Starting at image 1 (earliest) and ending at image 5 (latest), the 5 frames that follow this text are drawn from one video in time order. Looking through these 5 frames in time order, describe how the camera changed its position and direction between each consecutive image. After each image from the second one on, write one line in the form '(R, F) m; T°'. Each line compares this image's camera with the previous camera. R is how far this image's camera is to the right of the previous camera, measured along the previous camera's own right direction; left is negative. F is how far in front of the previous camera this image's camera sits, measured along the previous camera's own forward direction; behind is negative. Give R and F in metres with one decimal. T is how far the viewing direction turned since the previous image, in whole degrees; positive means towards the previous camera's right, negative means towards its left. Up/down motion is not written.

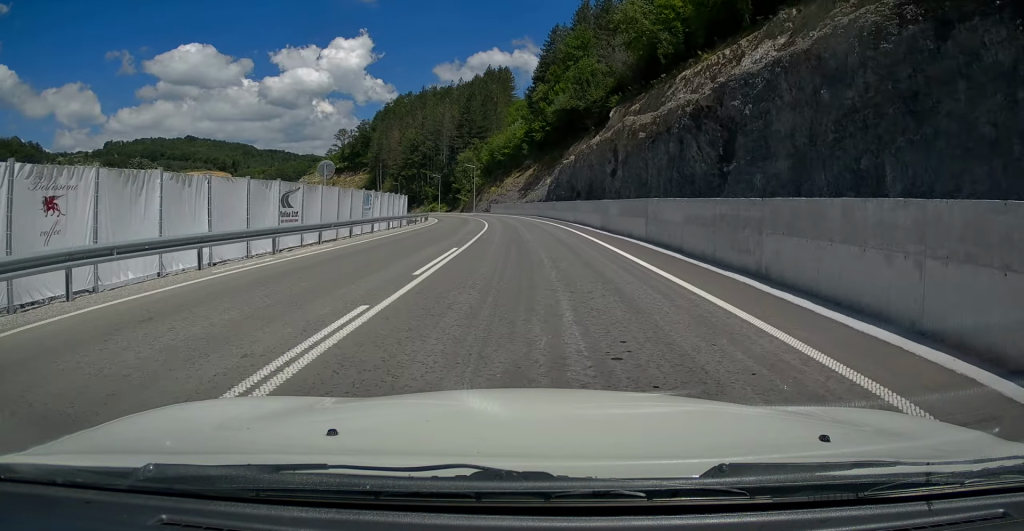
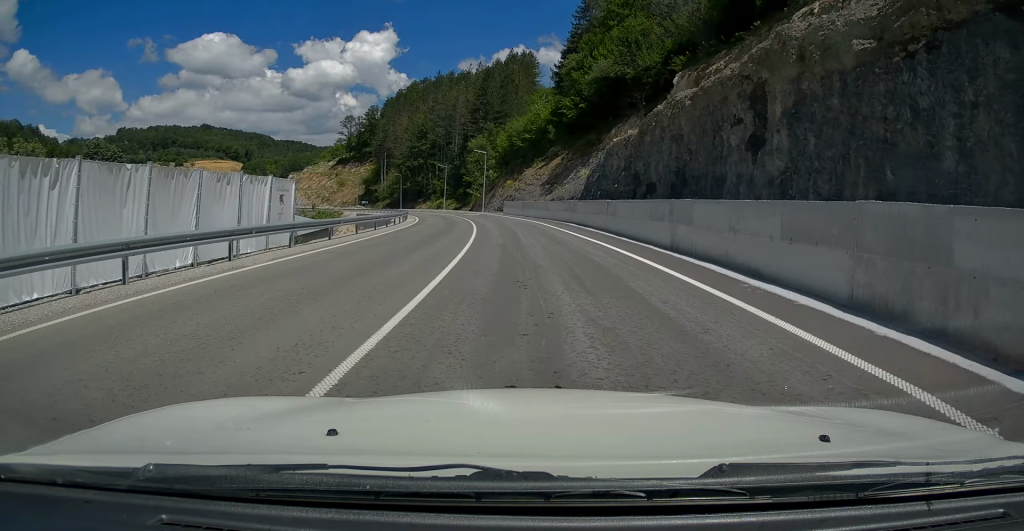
(-0.5, +22.6) m; -2°
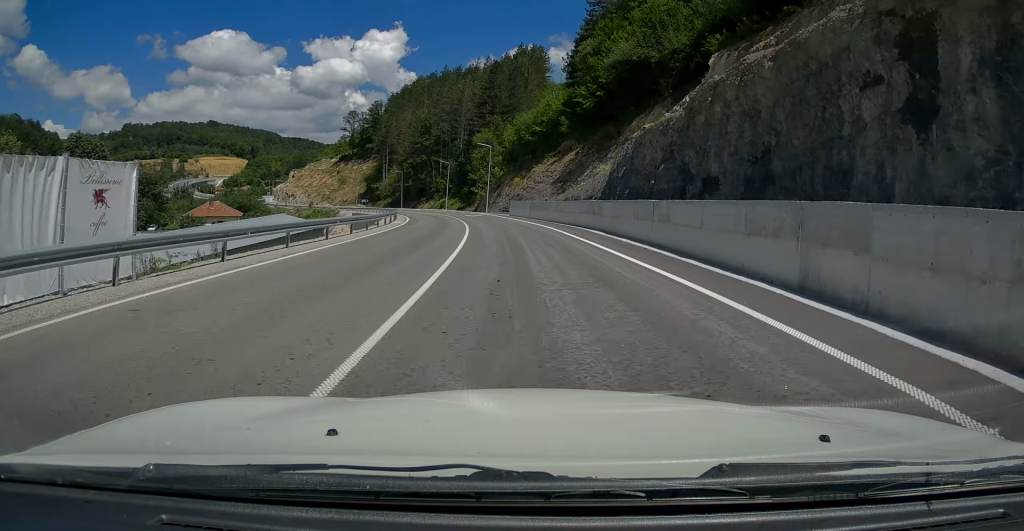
(0.0, +8.1) m; -1°
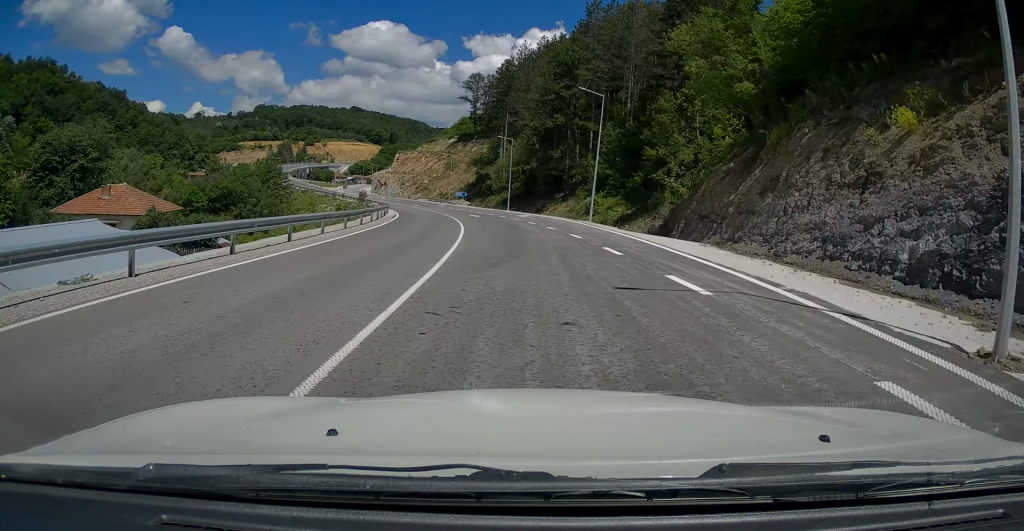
(-6.5, +63.8) m; -14°
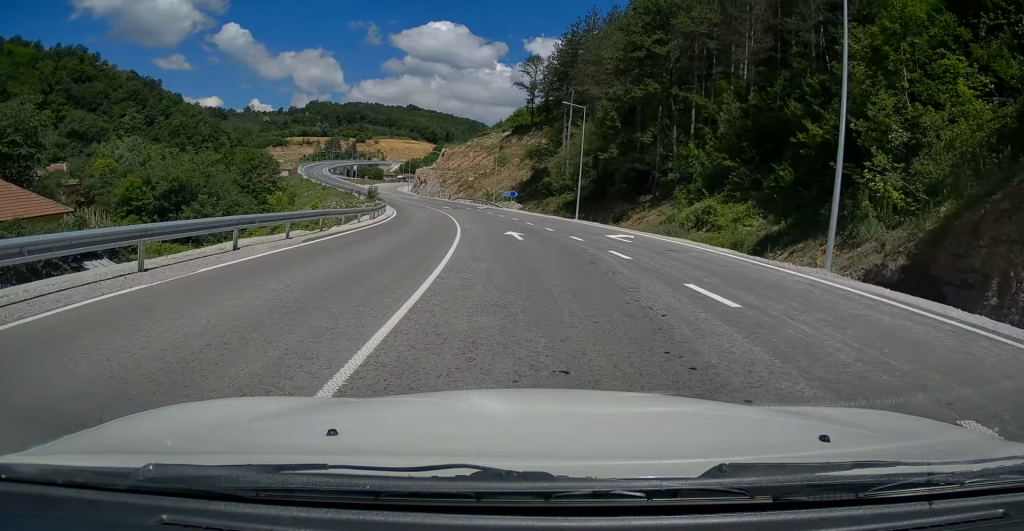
(-1.3, +24.4) m; -6°
